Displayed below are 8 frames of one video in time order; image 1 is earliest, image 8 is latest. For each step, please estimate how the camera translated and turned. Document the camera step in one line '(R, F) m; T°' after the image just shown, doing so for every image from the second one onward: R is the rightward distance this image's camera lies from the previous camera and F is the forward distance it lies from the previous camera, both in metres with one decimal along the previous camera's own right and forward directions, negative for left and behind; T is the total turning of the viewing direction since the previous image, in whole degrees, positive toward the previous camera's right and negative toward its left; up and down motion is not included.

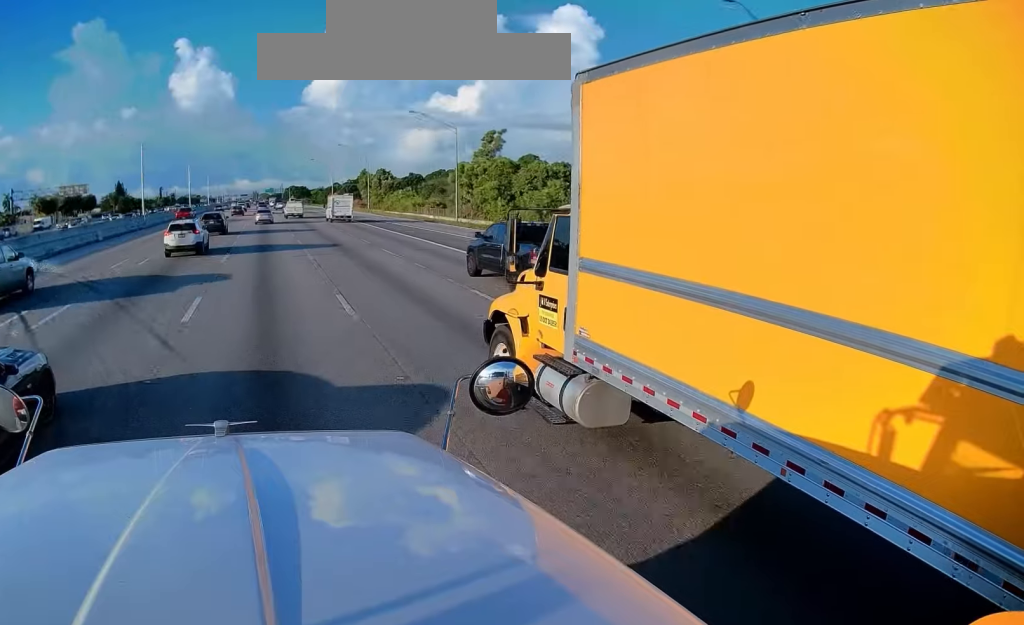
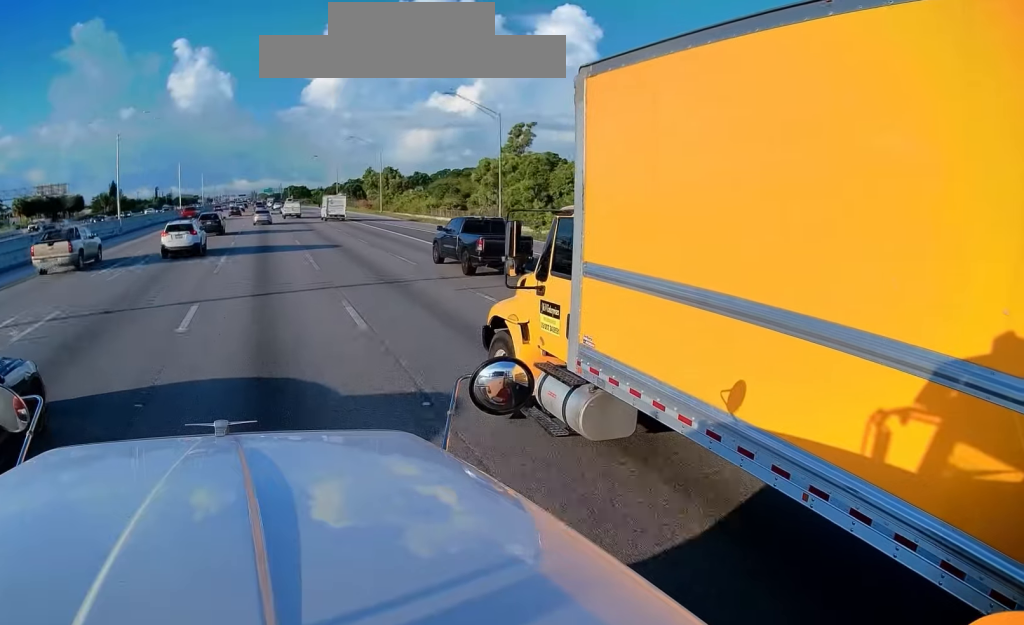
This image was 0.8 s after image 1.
(0.0, +14.4) m; 0°
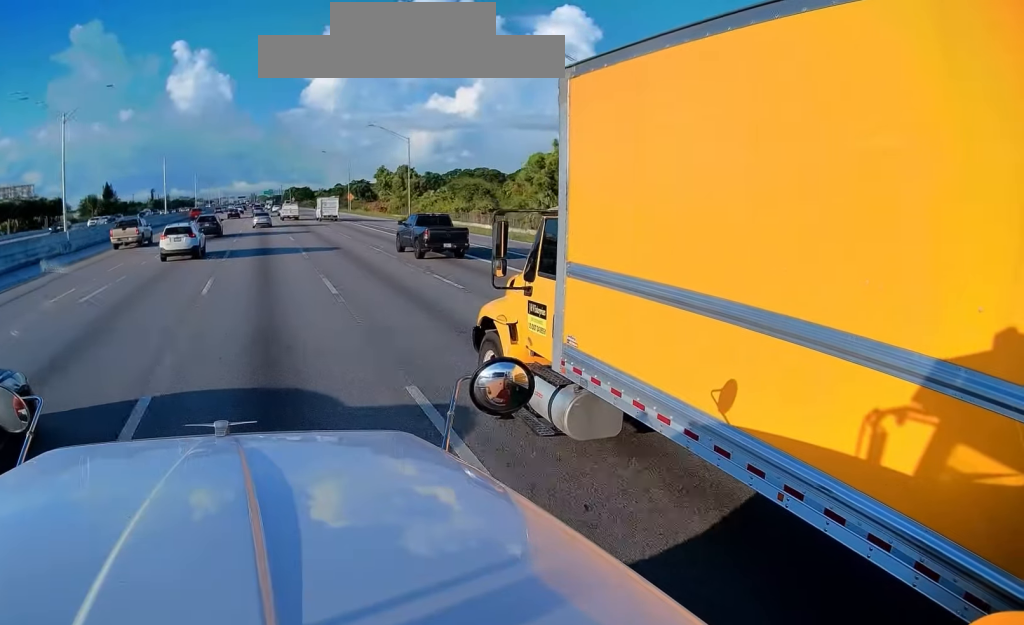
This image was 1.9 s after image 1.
(0.0, +19.5) m; +1°
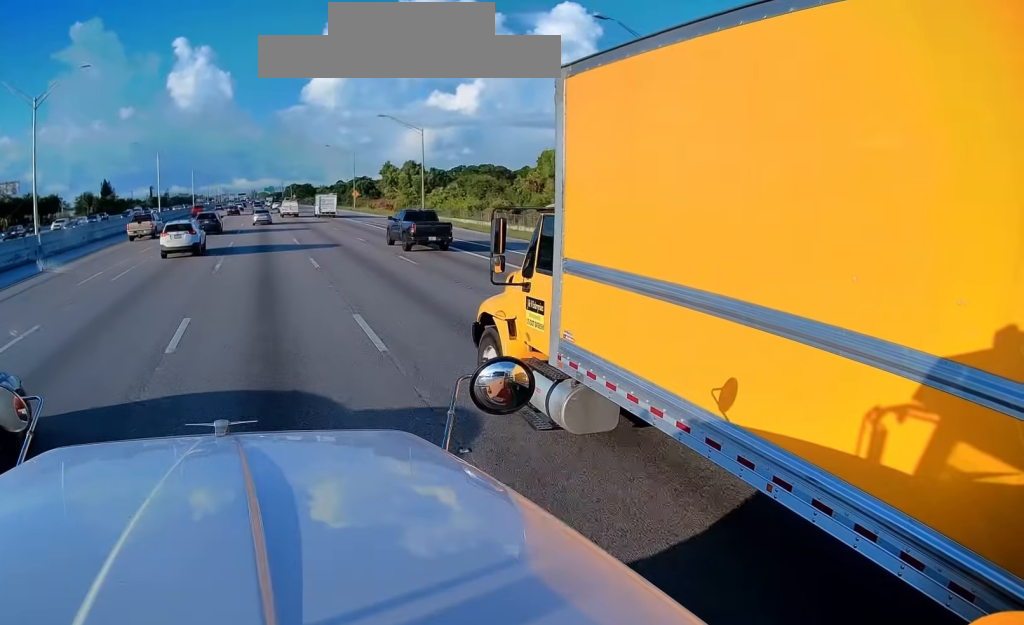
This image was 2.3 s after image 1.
(-0.1, +7.6) m; +1°
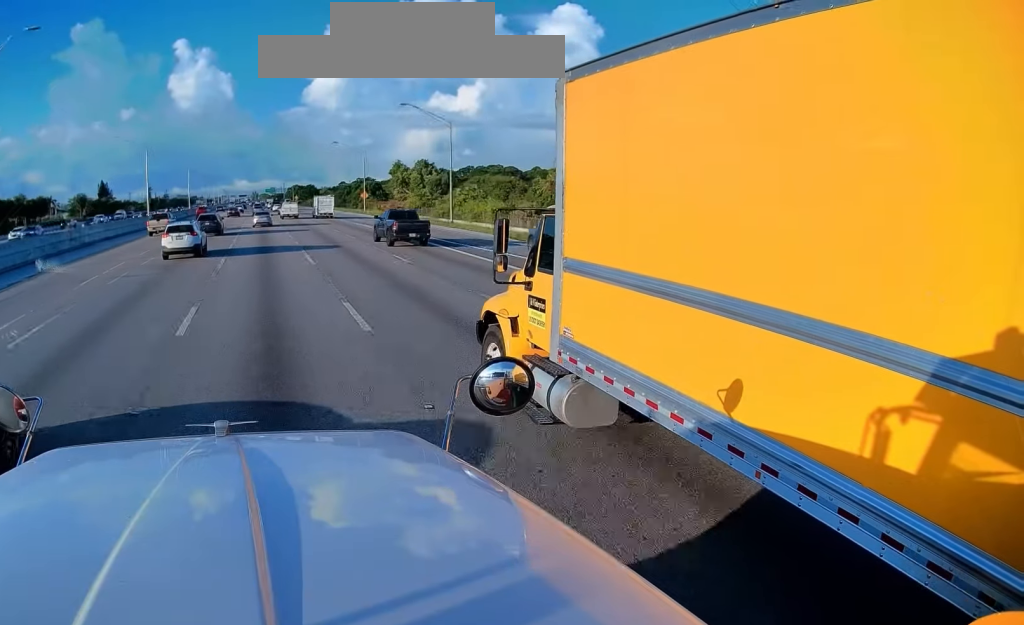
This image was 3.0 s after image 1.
(+0.5, +10.8) m; 0°
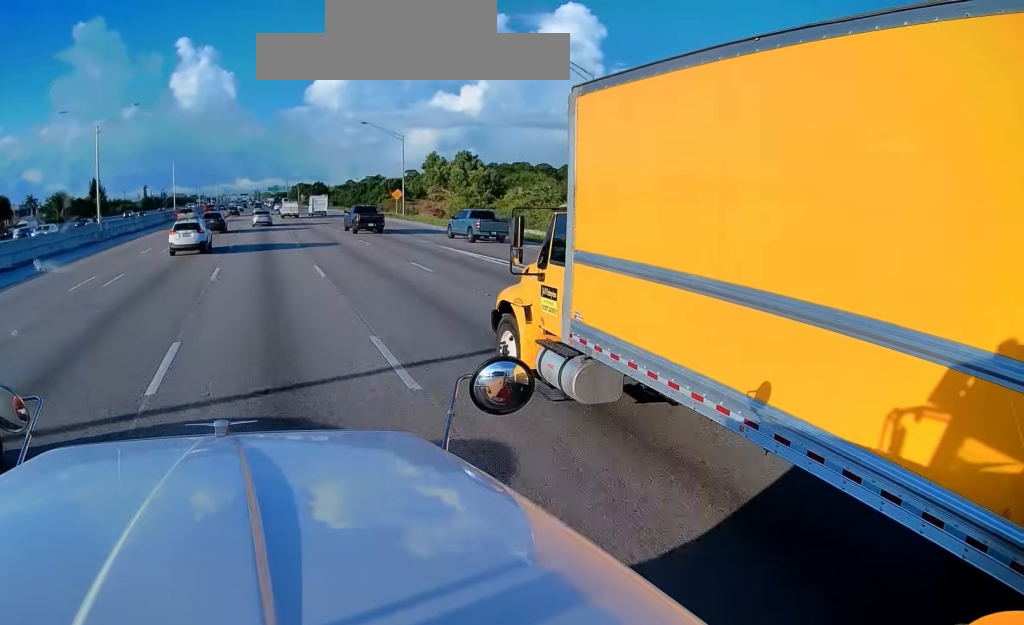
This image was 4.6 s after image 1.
(-0.8, +28.3) m; -3°
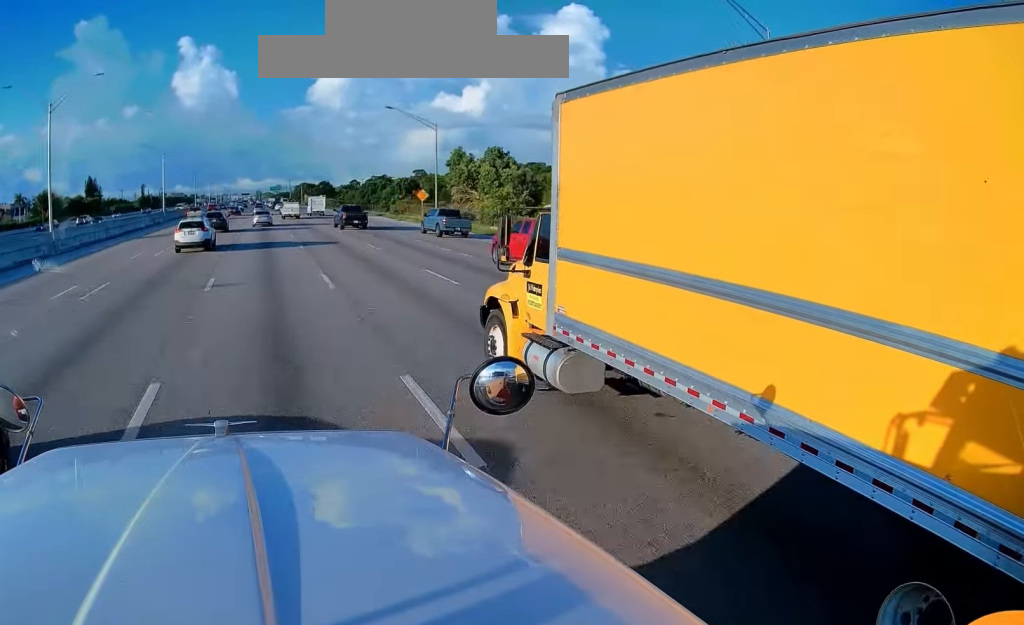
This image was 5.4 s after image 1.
(0.0, +13.5) m; 0°
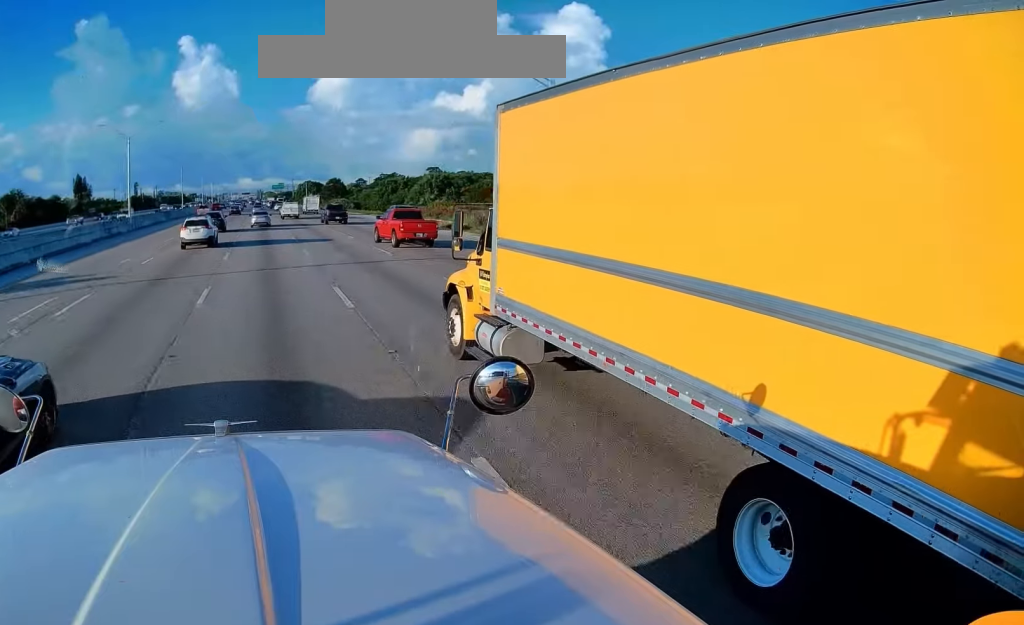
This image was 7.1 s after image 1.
(+0.1, +28.2) m; 0°
